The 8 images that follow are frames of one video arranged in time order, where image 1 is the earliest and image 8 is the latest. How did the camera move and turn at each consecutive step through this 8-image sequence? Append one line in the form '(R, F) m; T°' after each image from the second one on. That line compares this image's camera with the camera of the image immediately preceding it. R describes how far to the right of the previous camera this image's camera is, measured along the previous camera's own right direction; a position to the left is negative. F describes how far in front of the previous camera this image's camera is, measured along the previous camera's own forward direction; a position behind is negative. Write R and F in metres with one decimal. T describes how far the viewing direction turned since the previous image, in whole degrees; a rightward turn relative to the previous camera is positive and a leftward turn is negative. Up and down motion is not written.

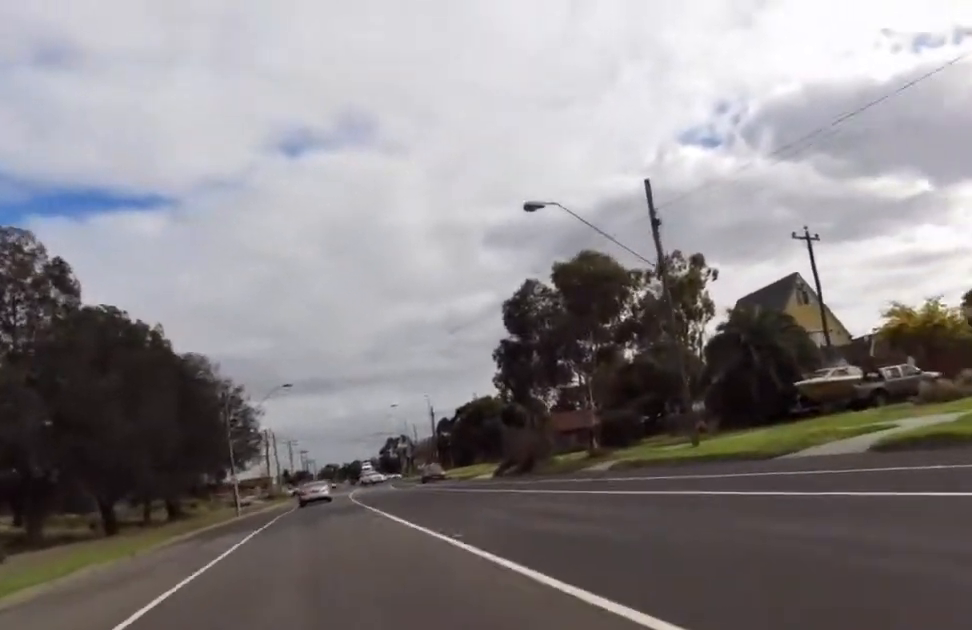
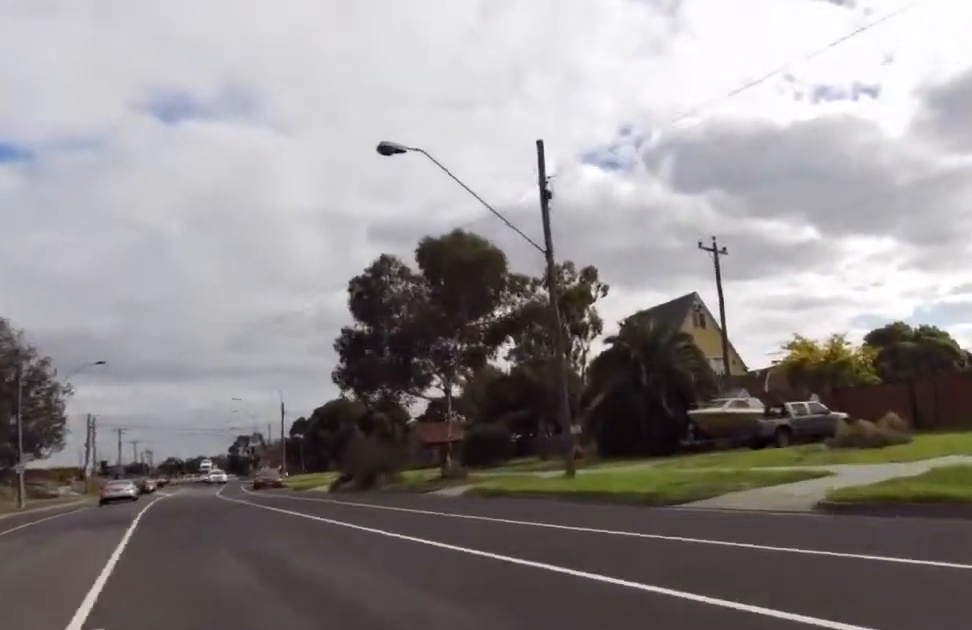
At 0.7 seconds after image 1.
(+0.1, +4.3) m; +19°
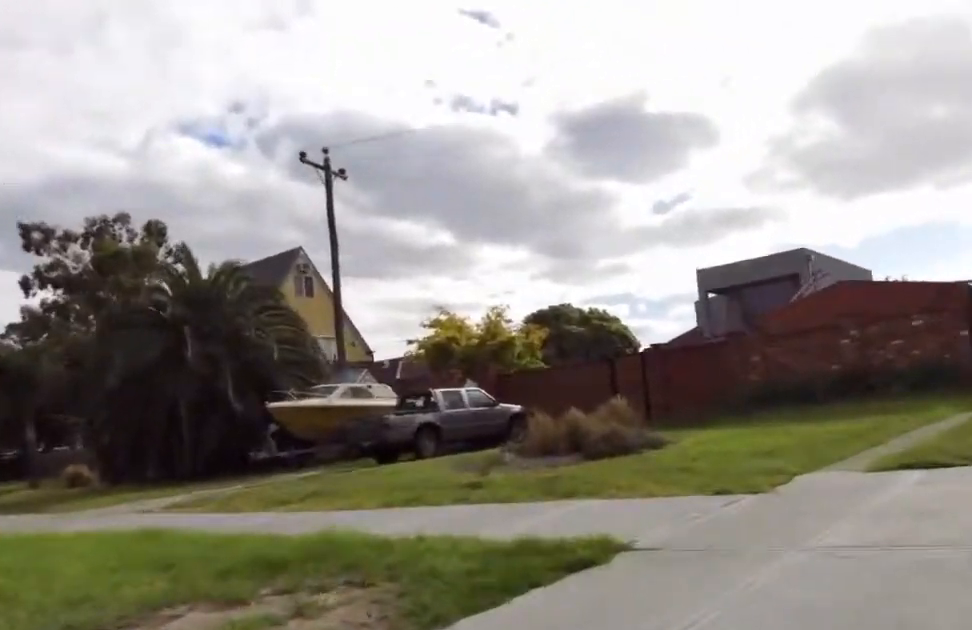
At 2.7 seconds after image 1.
(+3.7, +8.4) m; +23°
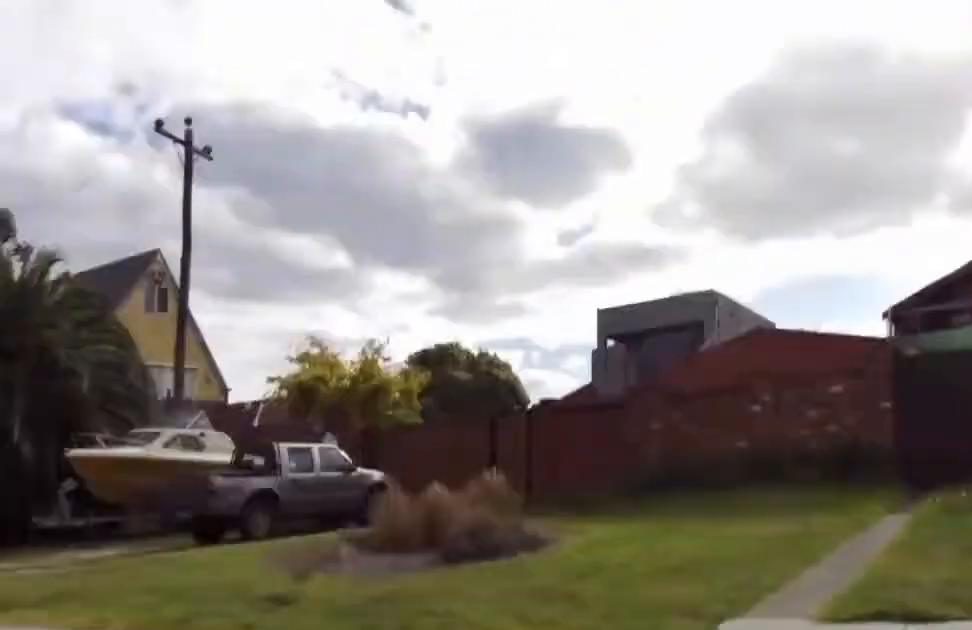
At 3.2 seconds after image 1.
(-0.1, +2.0) m; -6°
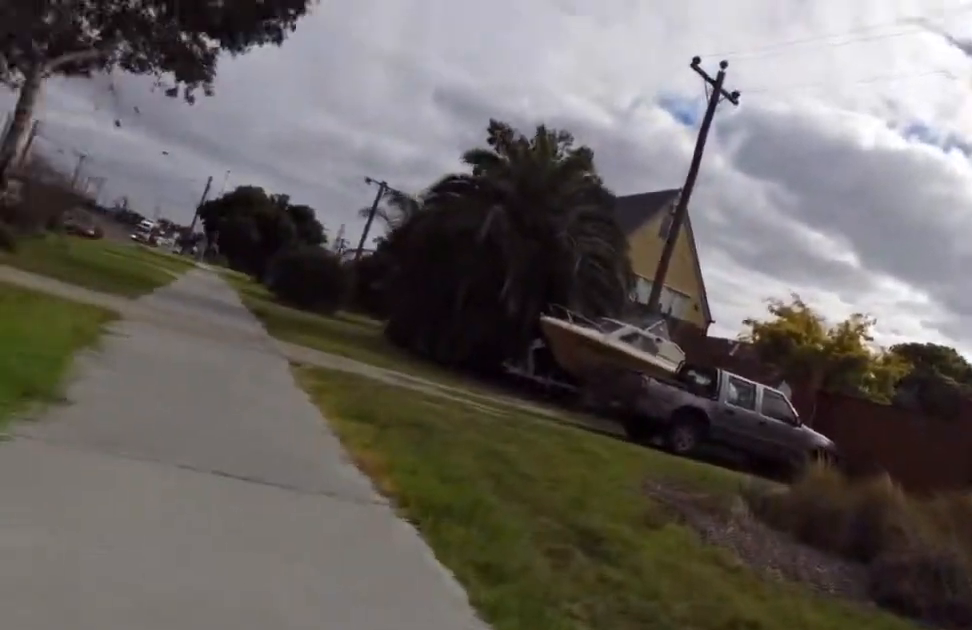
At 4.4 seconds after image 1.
(-0.4, +3.5) m; -23°
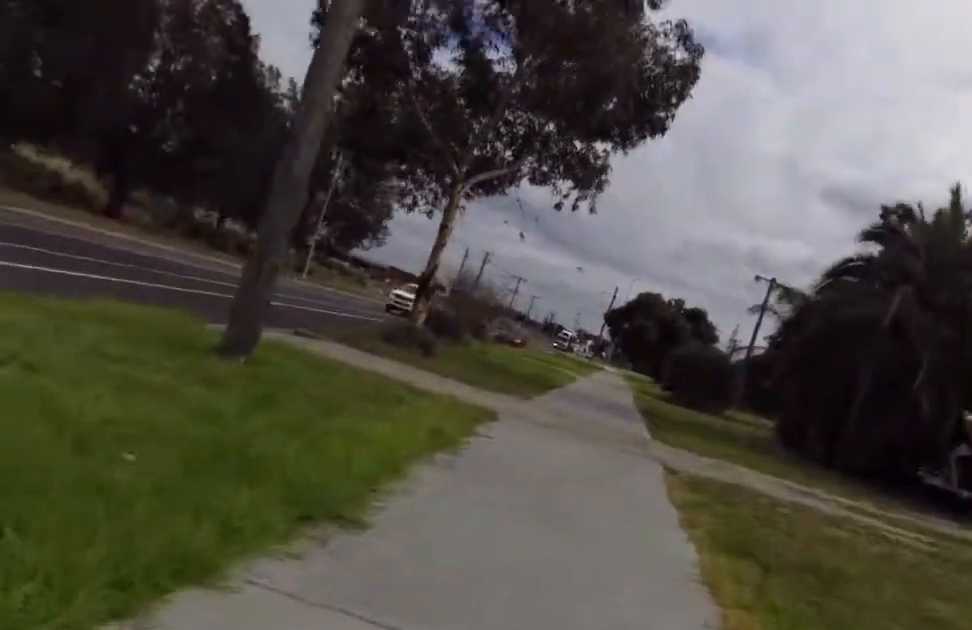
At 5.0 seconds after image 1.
(0.0, +1.4) m; -17°
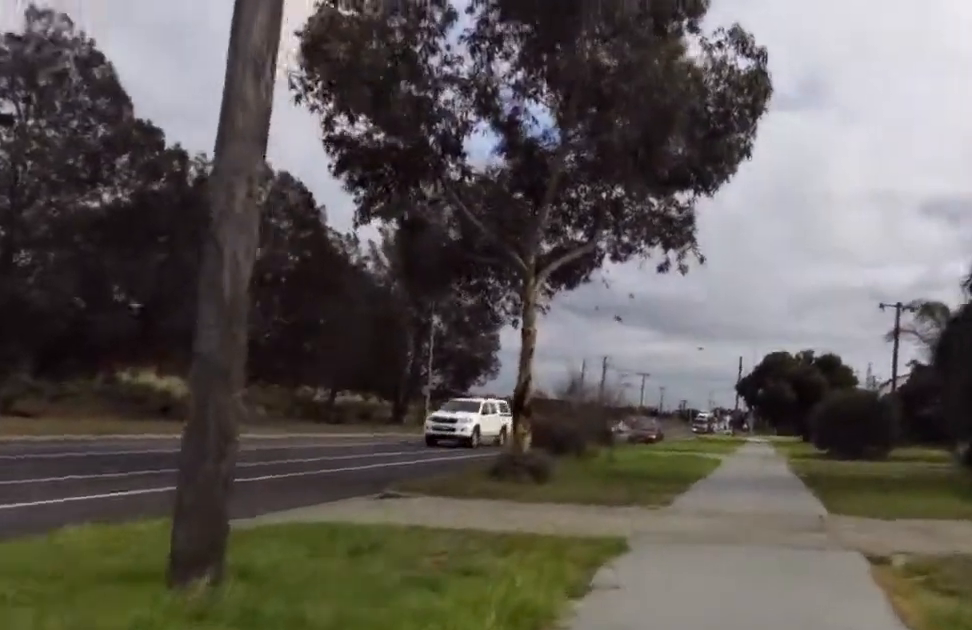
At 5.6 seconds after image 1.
(-0.5, +1.7) m; -13°
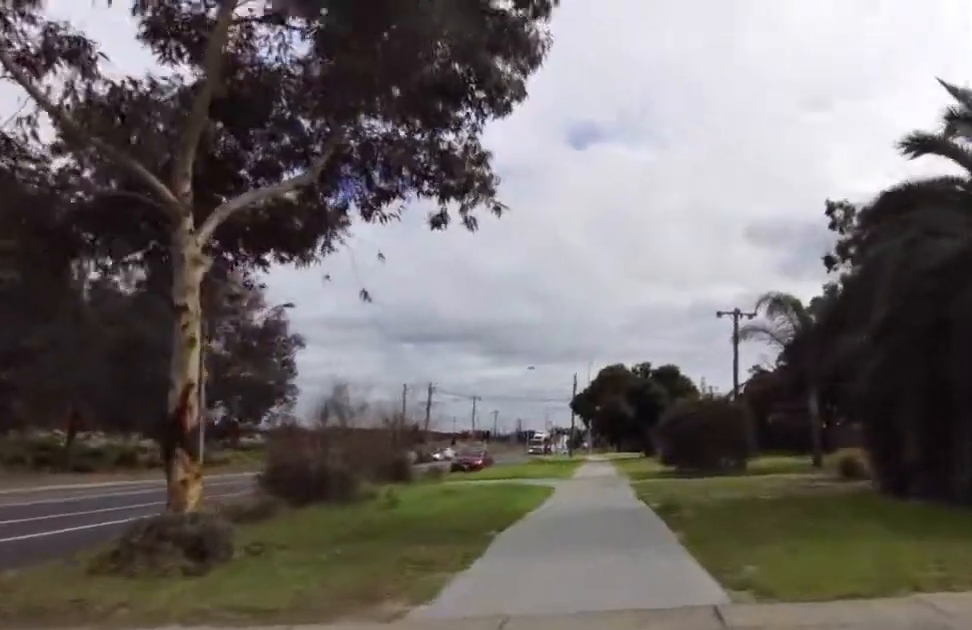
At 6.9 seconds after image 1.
(-0.6, +4.1) m; +4°
